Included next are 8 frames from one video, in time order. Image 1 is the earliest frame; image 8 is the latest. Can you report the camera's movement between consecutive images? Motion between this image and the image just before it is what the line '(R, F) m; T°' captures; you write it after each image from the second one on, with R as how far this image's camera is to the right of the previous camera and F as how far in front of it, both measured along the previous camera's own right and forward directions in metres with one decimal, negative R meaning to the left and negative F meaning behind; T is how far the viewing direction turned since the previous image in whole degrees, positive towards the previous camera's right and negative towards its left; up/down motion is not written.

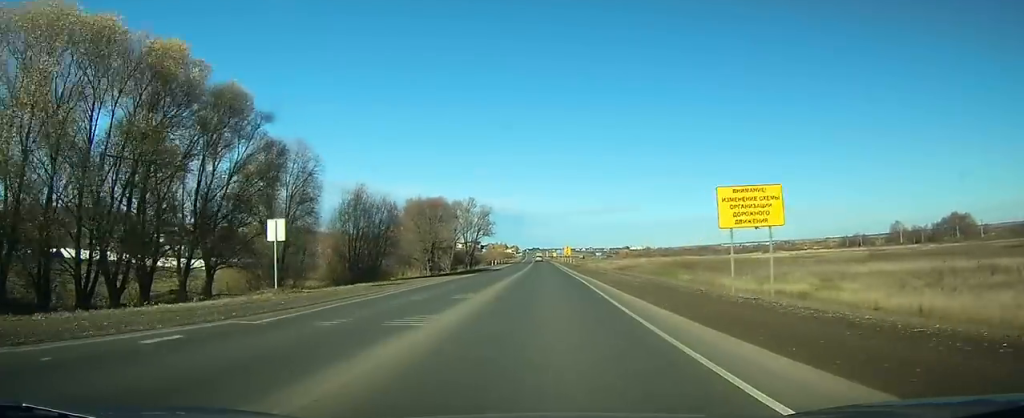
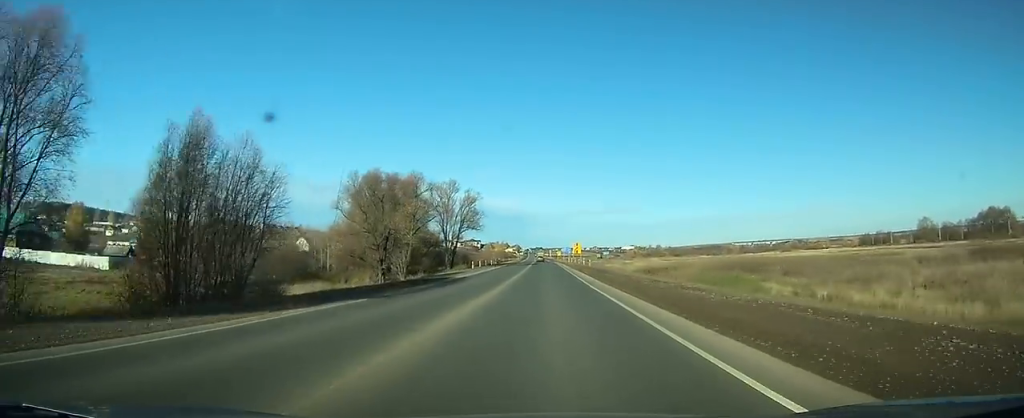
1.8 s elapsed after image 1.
(-0.1, +31.5) m; -1°
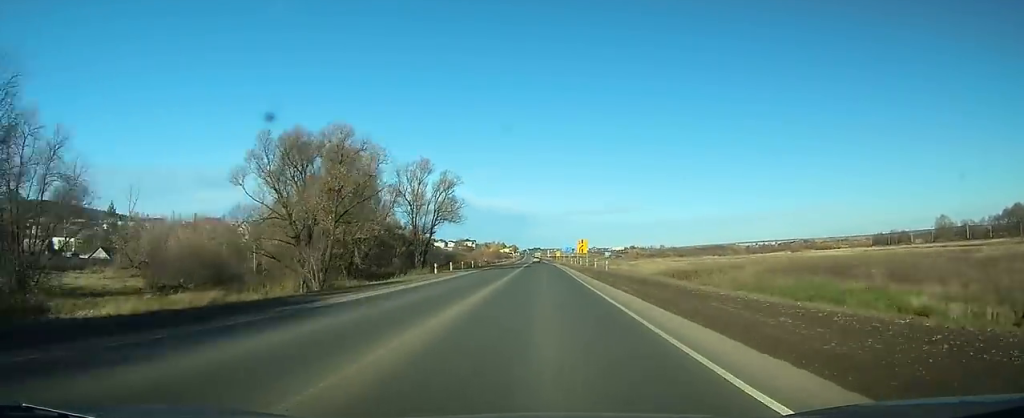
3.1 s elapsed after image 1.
(-0.1, +23.2) m; 0°
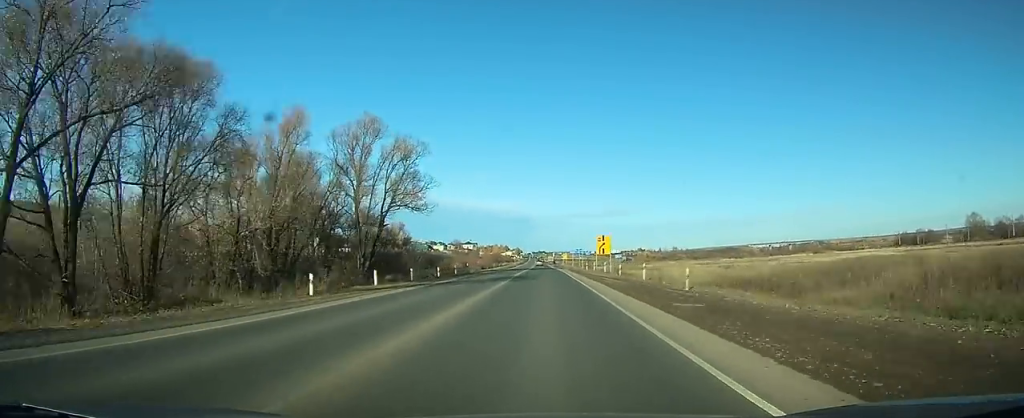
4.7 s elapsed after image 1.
(-0.1, +27.7) m; 0°
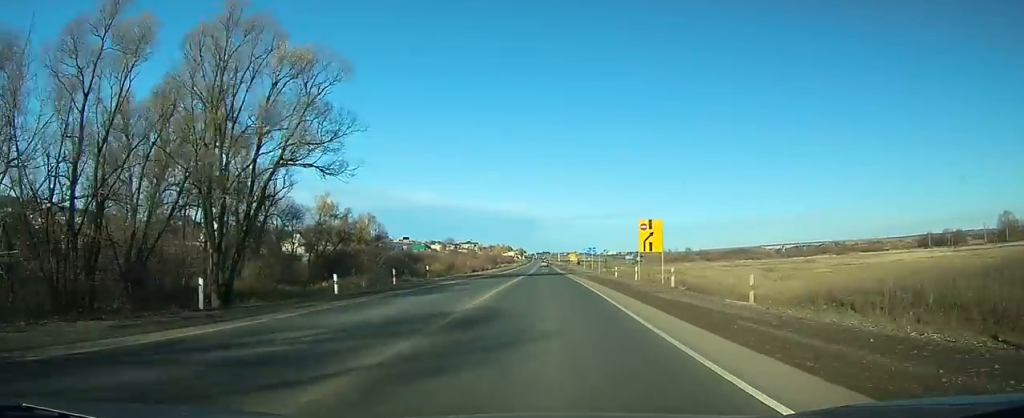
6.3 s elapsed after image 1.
(0.0, +26.4) m; 0°
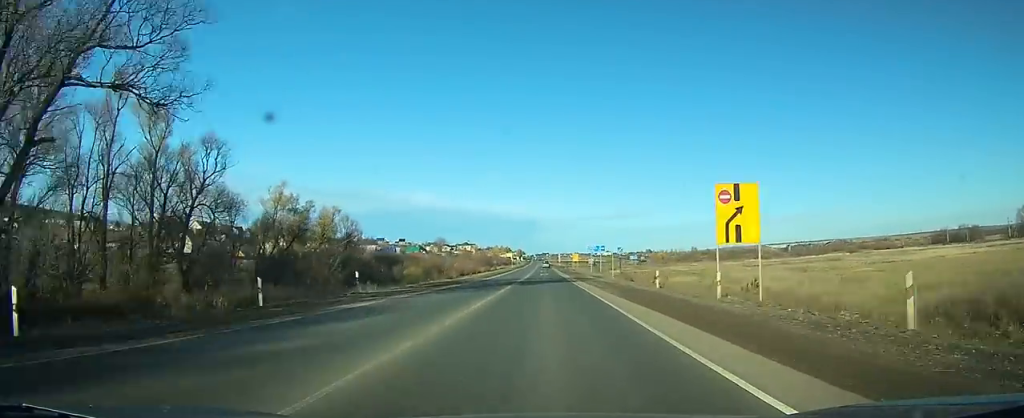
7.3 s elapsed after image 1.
(0.0, +17.2) m; 0°
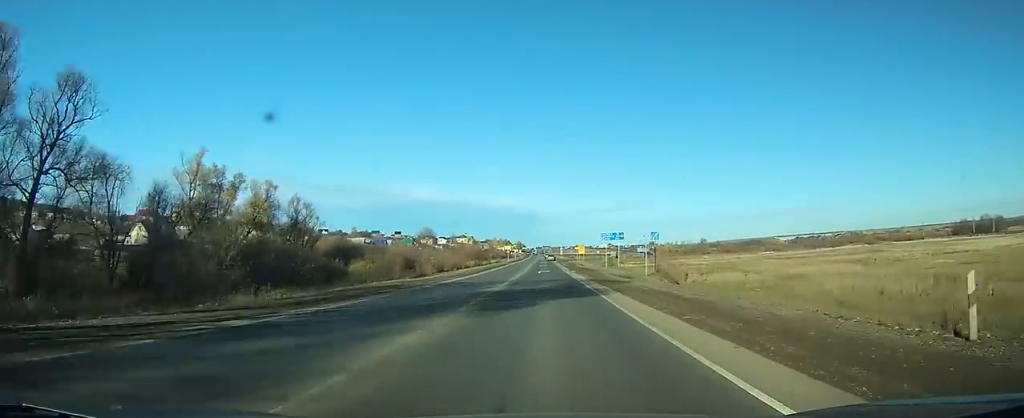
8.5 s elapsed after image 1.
(-0.1, +21.8) m; 0°
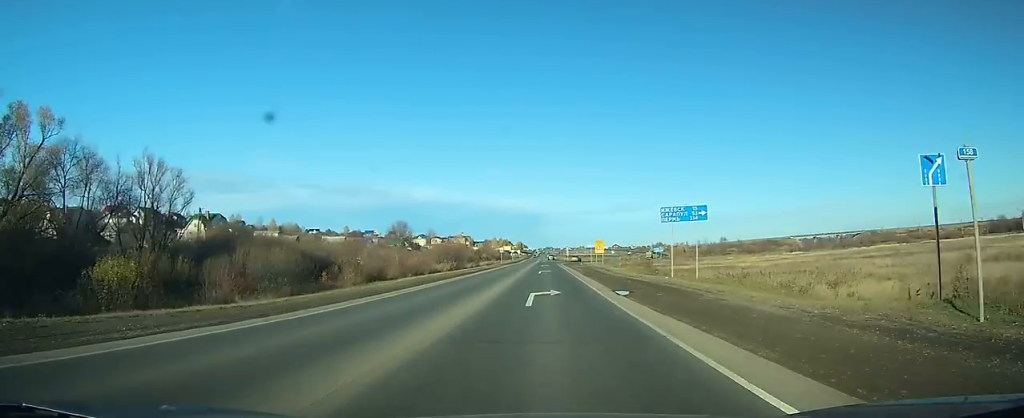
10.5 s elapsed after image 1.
(-0.1, +34.5) m; 0°
